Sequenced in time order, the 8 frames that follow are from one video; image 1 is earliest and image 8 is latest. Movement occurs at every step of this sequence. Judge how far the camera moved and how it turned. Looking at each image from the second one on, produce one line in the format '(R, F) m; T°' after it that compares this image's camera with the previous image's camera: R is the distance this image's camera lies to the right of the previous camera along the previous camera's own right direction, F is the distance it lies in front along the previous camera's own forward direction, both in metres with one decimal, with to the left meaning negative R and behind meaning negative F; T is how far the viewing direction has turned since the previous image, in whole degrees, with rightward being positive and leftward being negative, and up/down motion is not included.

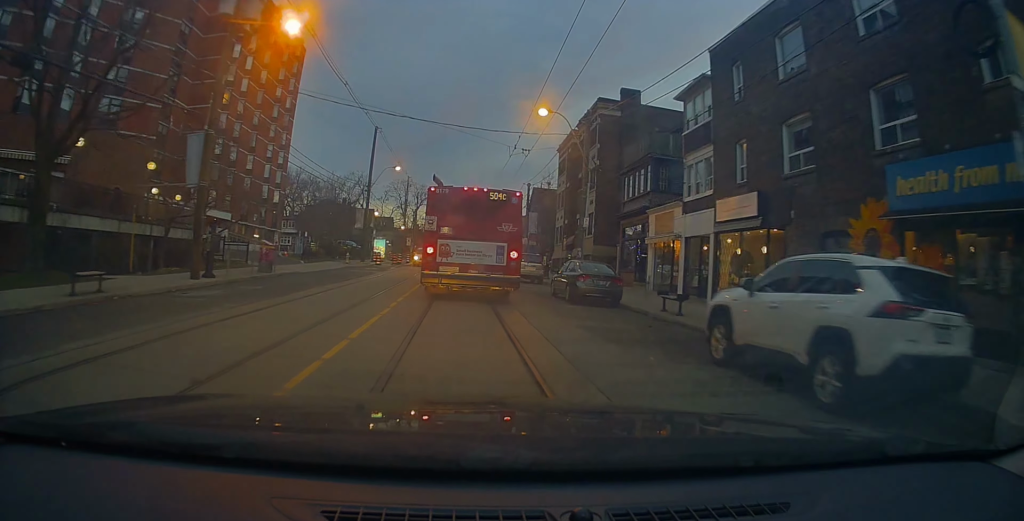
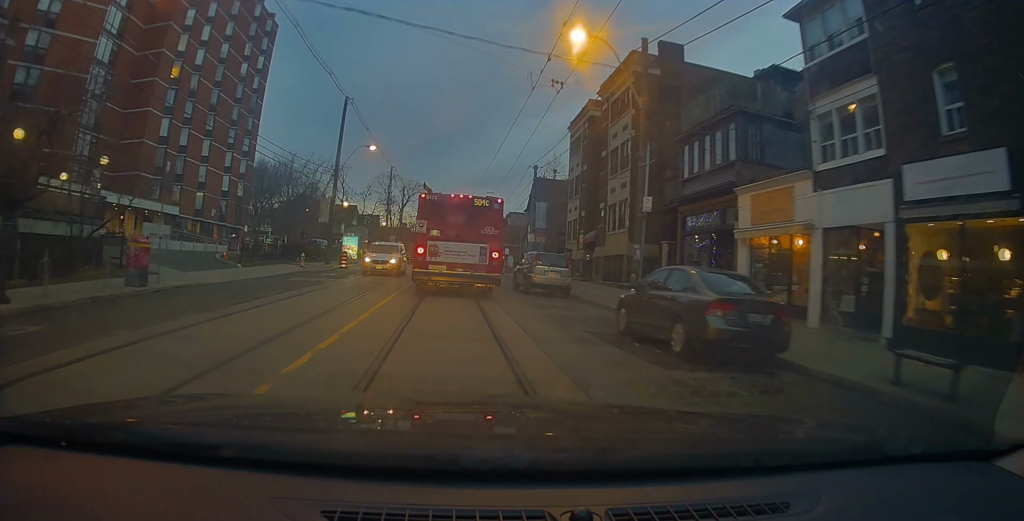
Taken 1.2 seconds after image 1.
(0.0, +10.2) m; +2°
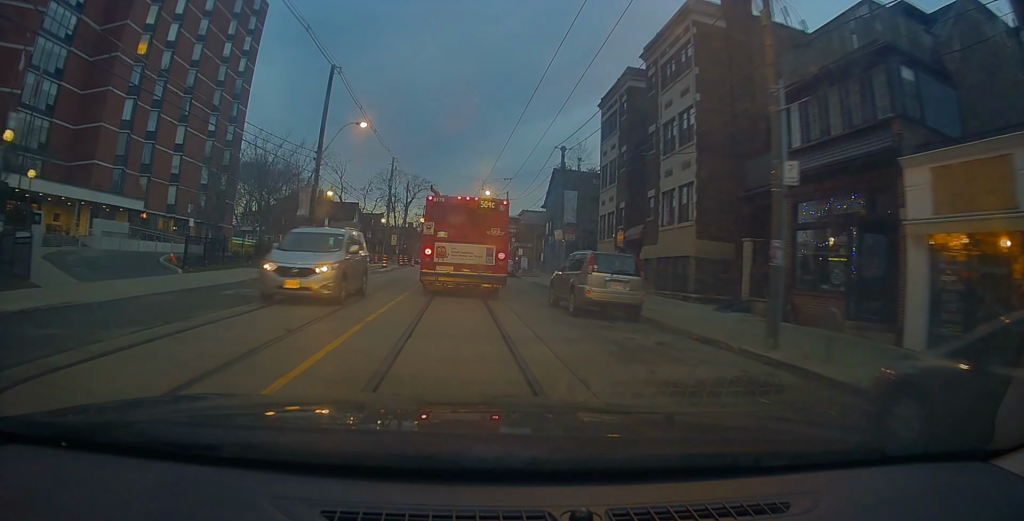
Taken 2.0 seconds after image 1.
(+0.2, +7.4) m; +2°
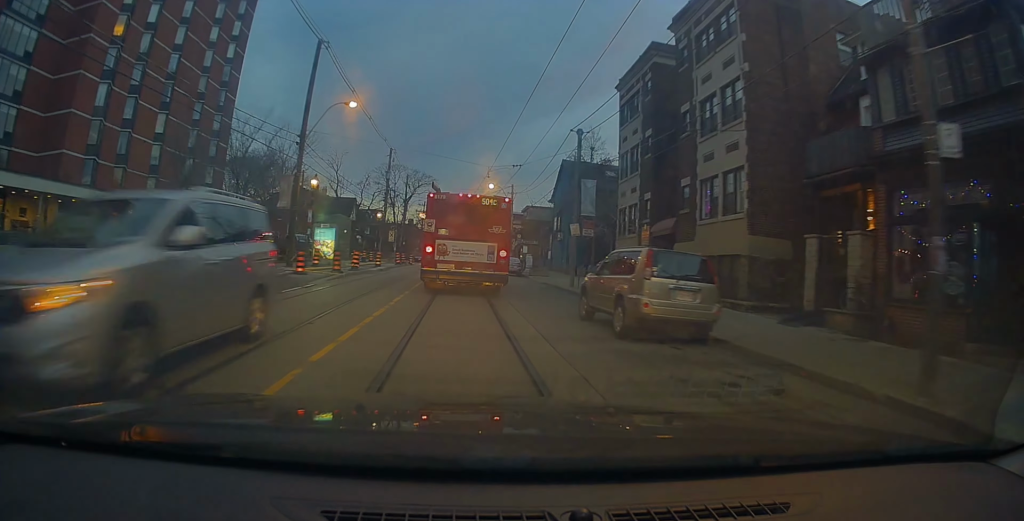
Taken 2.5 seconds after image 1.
(0.0, +3.9) m; +1°
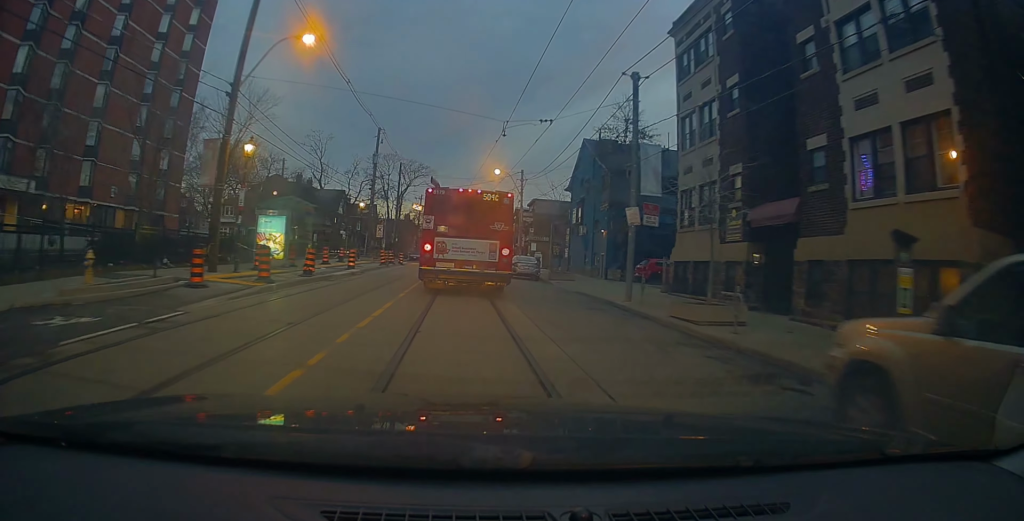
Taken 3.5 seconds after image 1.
(+0.1, +9.0) m; -2°
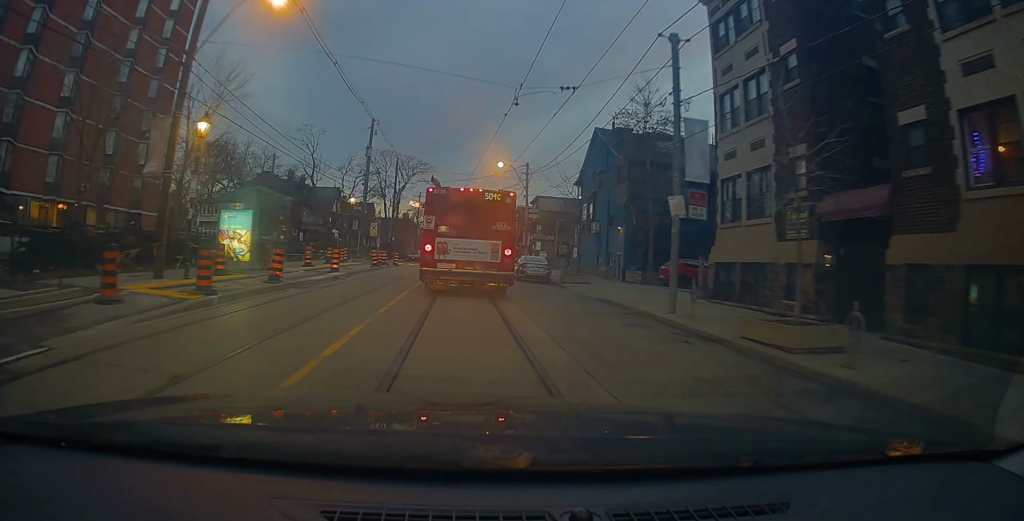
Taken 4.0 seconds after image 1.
(-0.2, +3.6) m; -3°
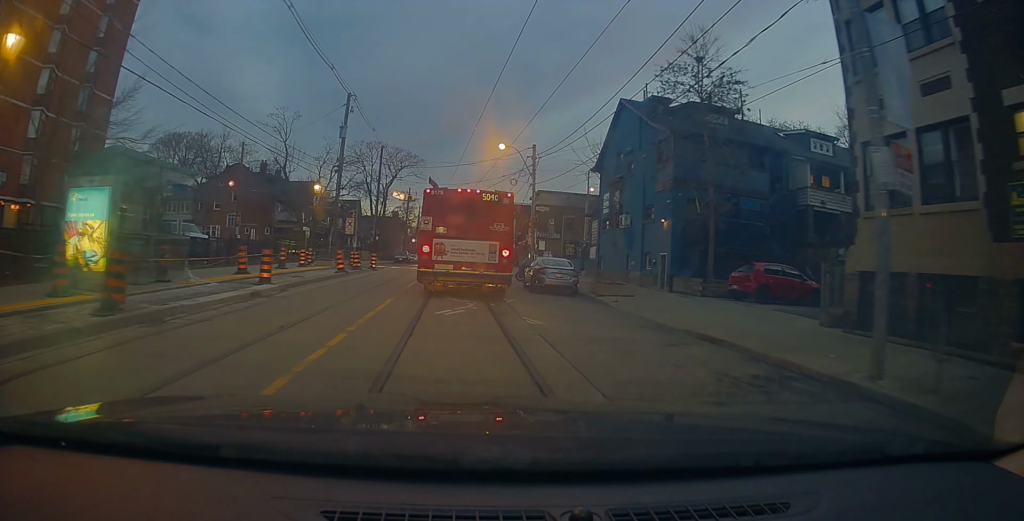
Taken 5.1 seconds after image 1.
(-0.5, +8.3) m; -3°
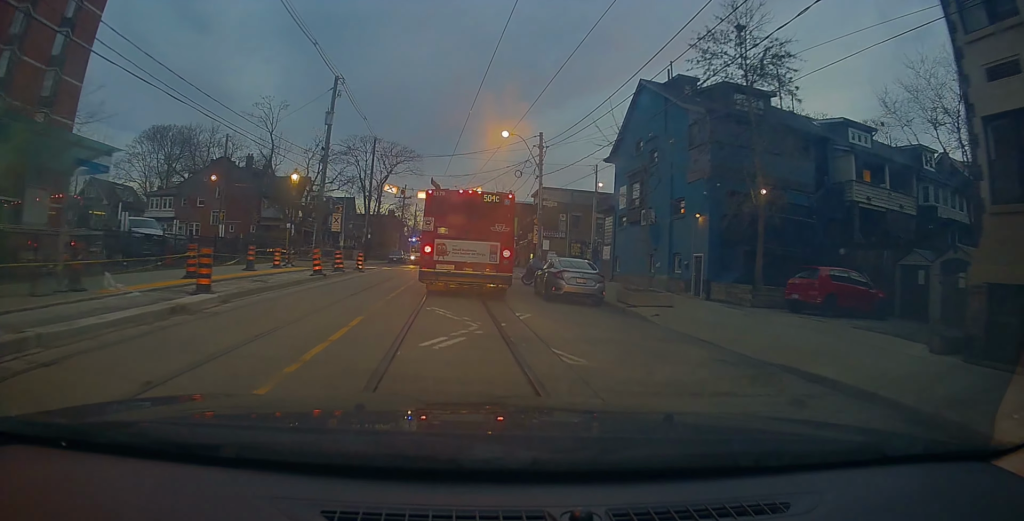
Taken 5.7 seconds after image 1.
(-0.1, +4.2) m; 0°
